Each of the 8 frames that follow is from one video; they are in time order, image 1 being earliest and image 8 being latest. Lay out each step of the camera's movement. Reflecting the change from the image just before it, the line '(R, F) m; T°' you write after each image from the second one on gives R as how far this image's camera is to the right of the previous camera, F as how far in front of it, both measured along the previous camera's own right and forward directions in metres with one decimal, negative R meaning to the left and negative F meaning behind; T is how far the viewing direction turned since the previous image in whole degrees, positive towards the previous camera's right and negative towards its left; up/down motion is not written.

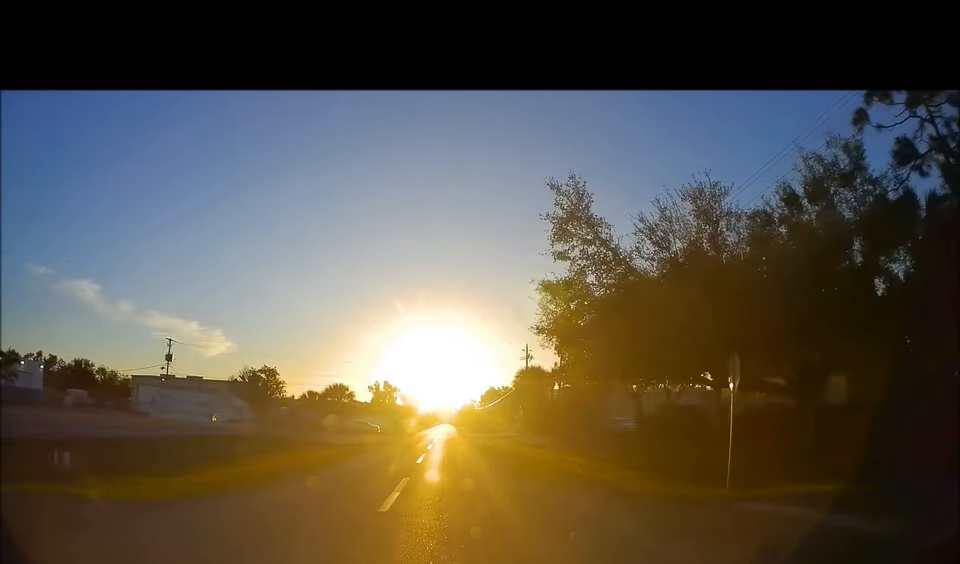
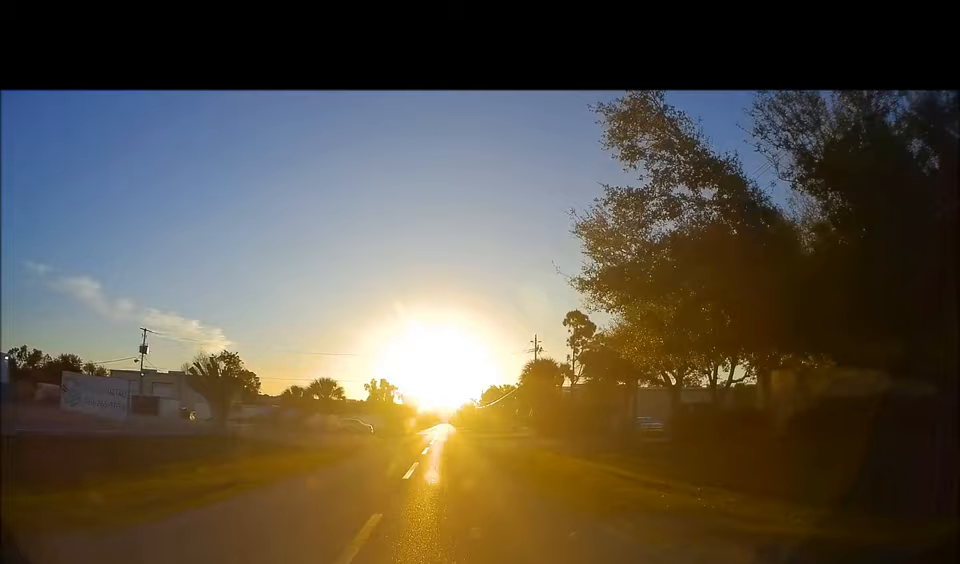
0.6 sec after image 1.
(+0.2, +6.4) m; 0°
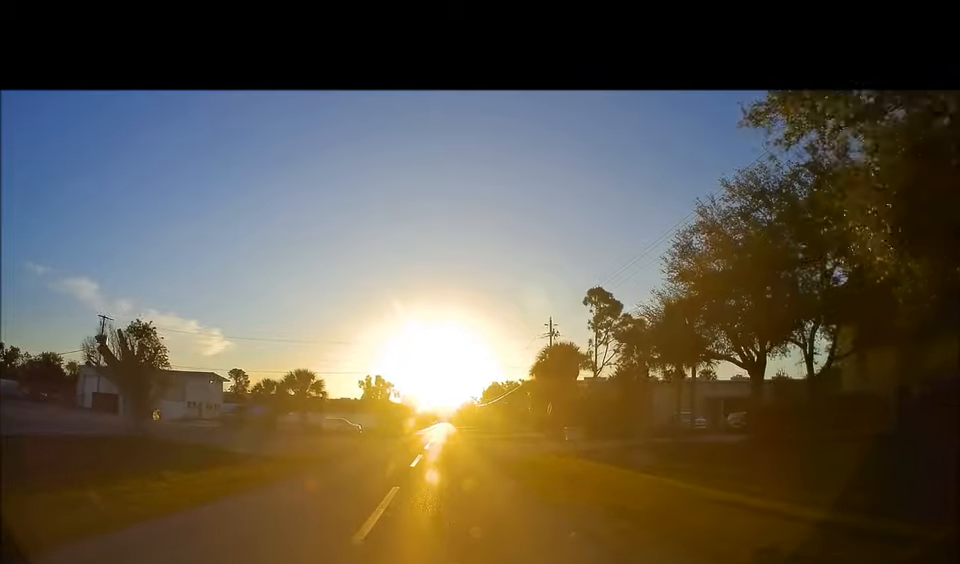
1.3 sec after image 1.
(+0.1, +8.6) m; 0°
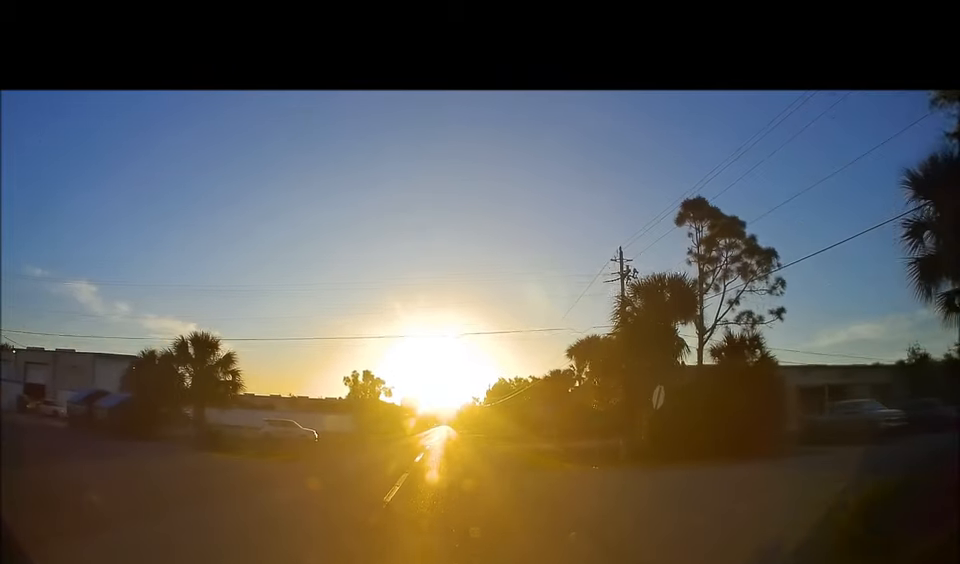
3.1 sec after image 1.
(+0.1, +19.4) m; 0°
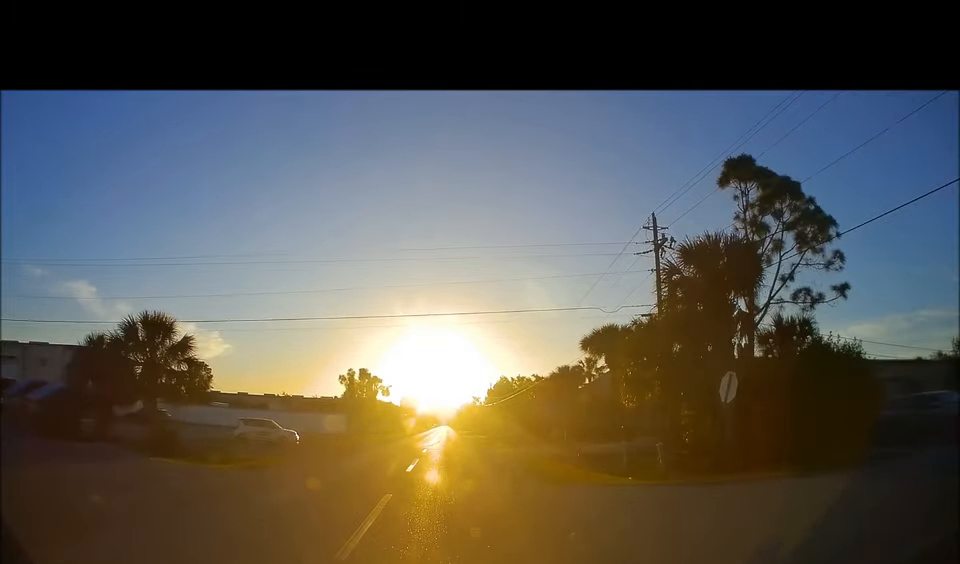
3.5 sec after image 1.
(-0.2, +4.9) m; 0°
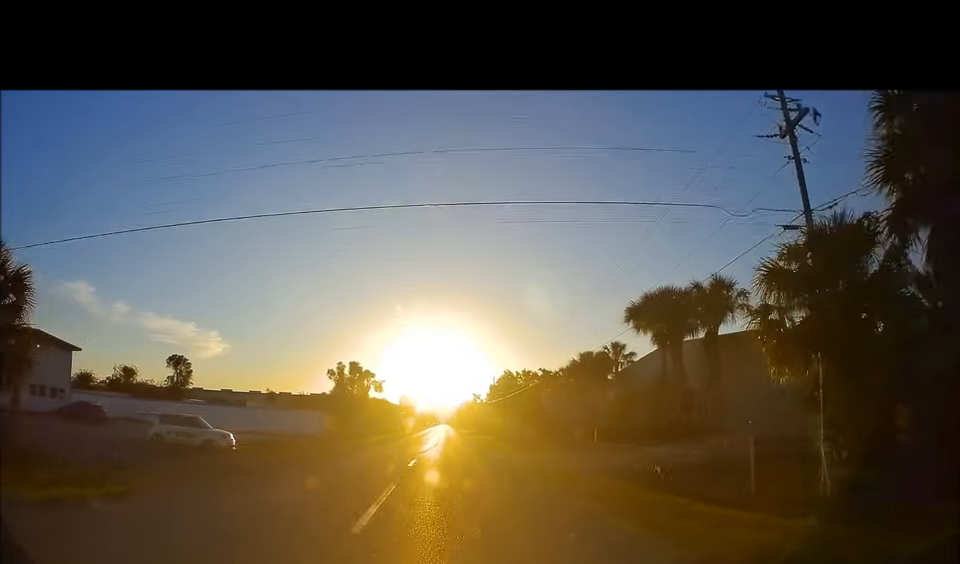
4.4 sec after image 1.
(-0.1, +10.5) m; +1°
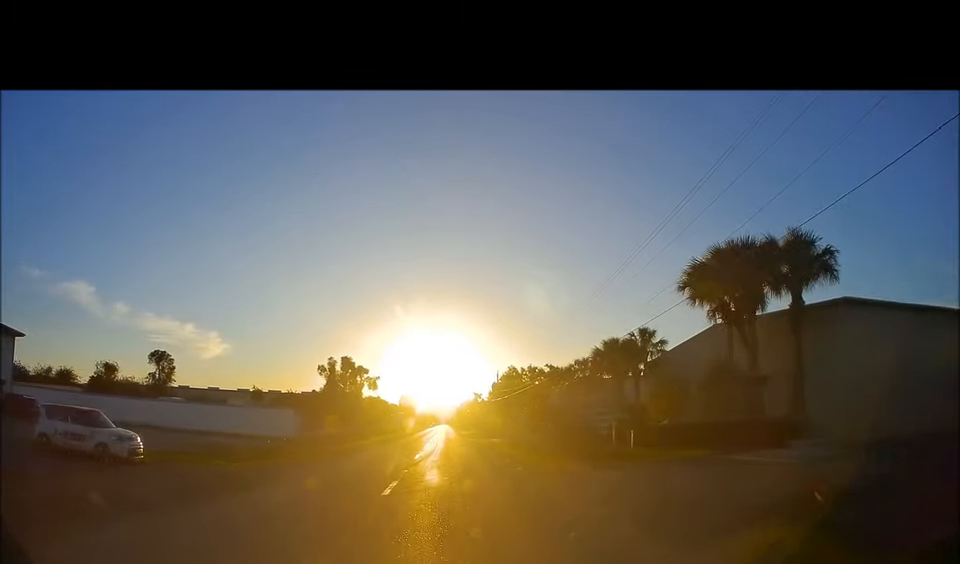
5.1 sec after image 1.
(+0.2, +7.9) m; +2°
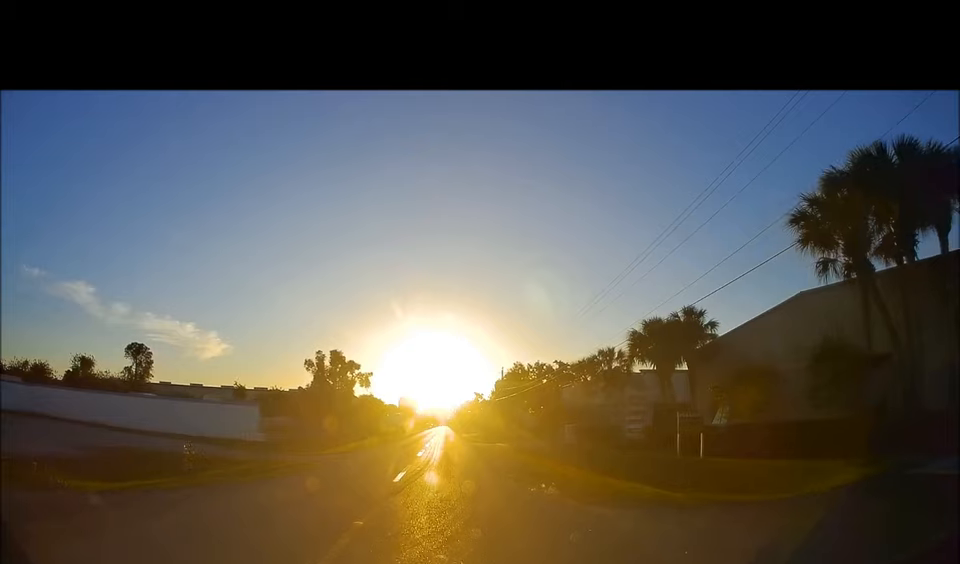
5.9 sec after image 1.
(0.0, +9.0) m; 0°
